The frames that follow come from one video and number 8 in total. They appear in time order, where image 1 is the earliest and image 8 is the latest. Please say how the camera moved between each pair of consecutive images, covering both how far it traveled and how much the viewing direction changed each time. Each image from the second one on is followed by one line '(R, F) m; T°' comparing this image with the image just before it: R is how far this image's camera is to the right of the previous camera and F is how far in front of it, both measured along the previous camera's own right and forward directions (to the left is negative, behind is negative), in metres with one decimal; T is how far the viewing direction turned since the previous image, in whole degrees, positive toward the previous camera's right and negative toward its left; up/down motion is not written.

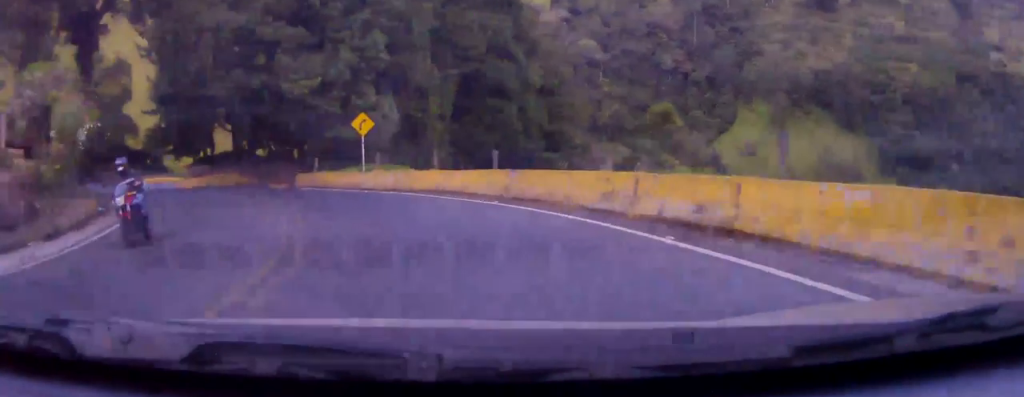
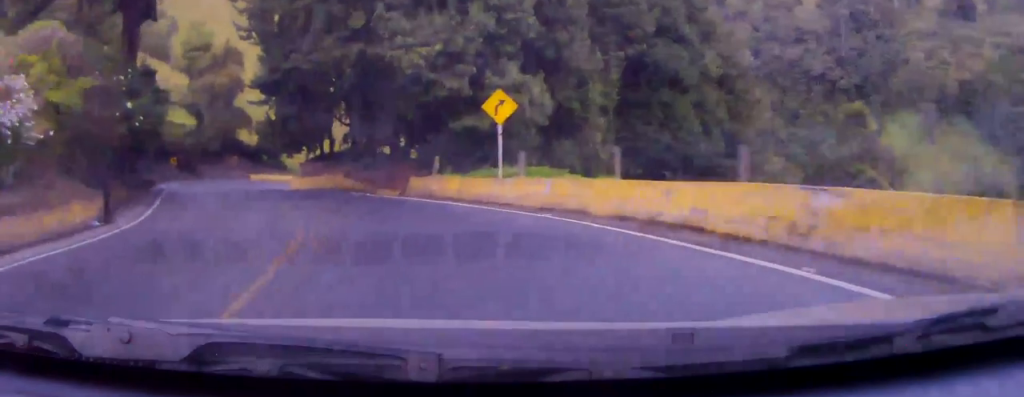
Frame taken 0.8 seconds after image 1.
(-0.1, +9.6) m; -14°
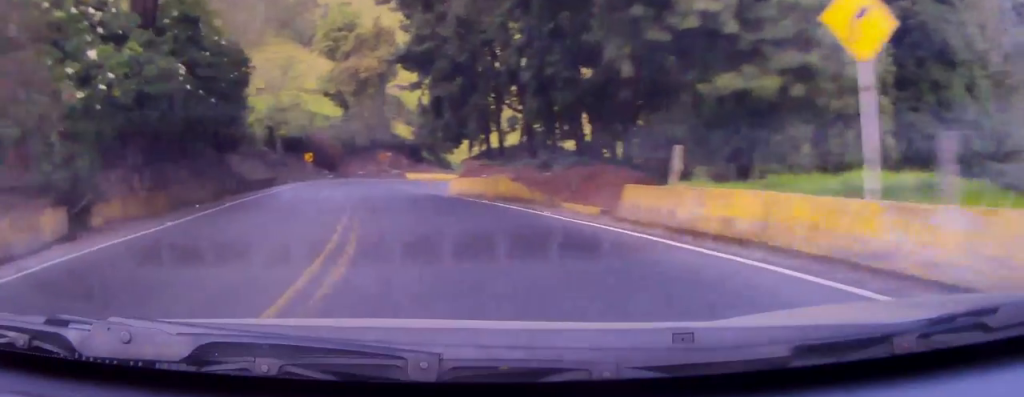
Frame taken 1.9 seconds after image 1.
(-2.9, +11.3) m; -22°
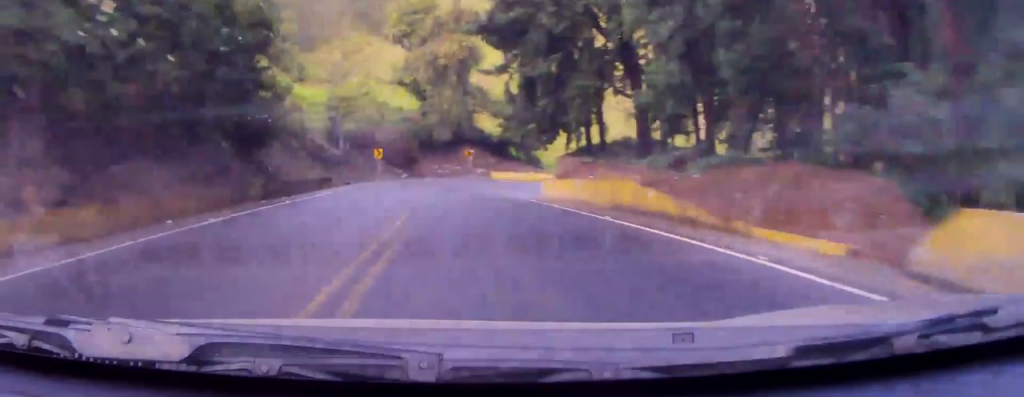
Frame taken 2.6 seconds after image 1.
(-0.9, +8.5) m; -6°
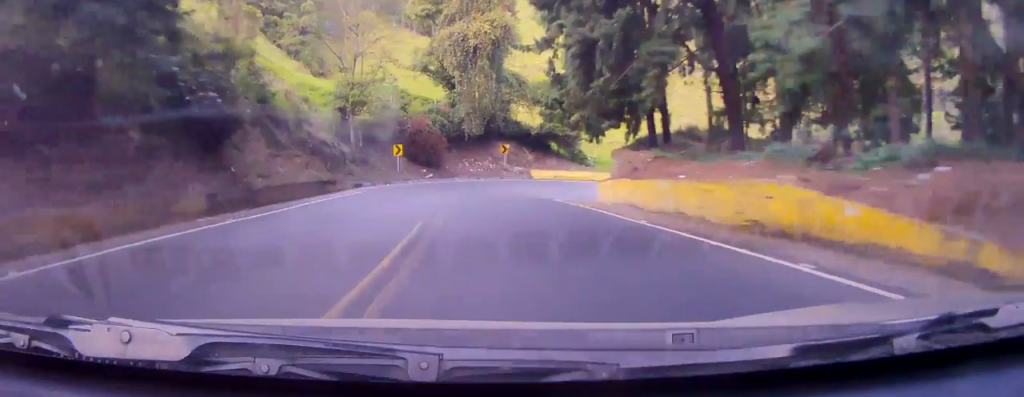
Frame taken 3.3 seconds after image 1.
(-0.1, +8.6) m; -1°
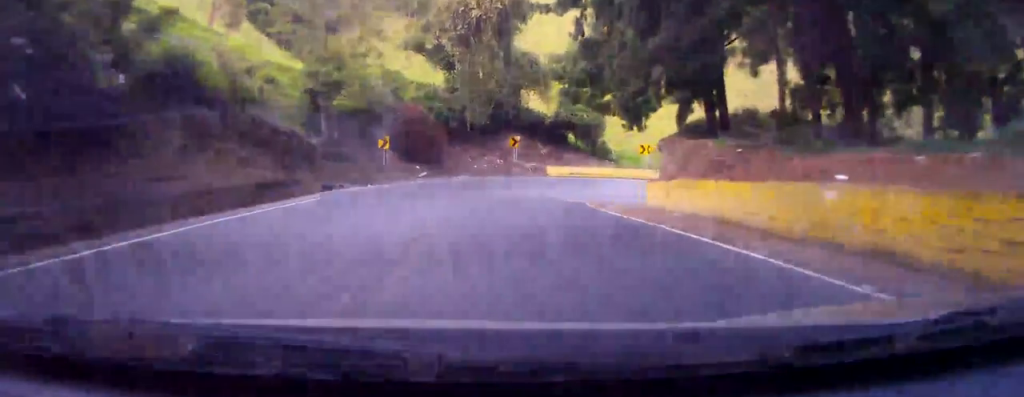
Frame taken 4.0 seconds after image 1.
(0.0, +9.0) m; +1°
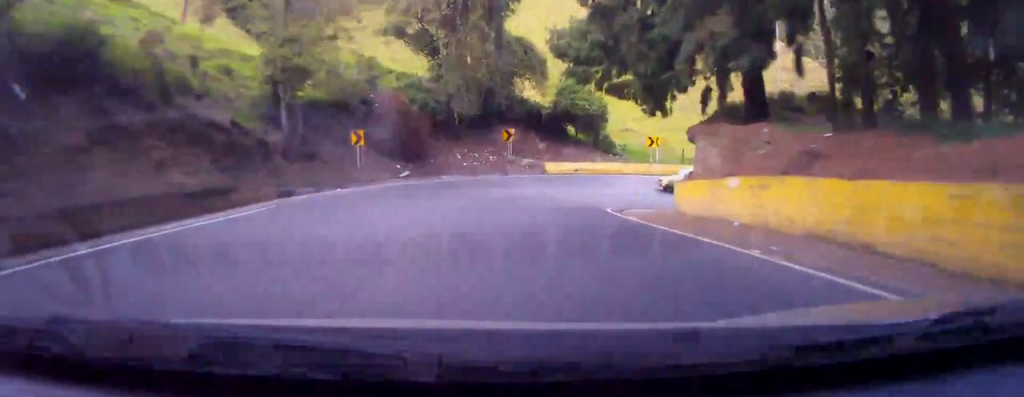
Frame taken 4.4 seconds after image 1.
(+0.1, +5.2) m; +2°
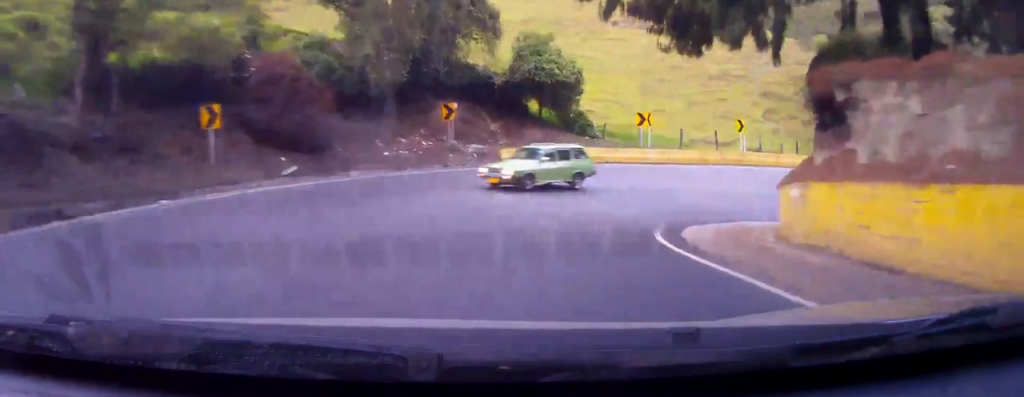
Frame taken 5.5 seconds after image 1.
(+0.5, +11.7) m; +7°
